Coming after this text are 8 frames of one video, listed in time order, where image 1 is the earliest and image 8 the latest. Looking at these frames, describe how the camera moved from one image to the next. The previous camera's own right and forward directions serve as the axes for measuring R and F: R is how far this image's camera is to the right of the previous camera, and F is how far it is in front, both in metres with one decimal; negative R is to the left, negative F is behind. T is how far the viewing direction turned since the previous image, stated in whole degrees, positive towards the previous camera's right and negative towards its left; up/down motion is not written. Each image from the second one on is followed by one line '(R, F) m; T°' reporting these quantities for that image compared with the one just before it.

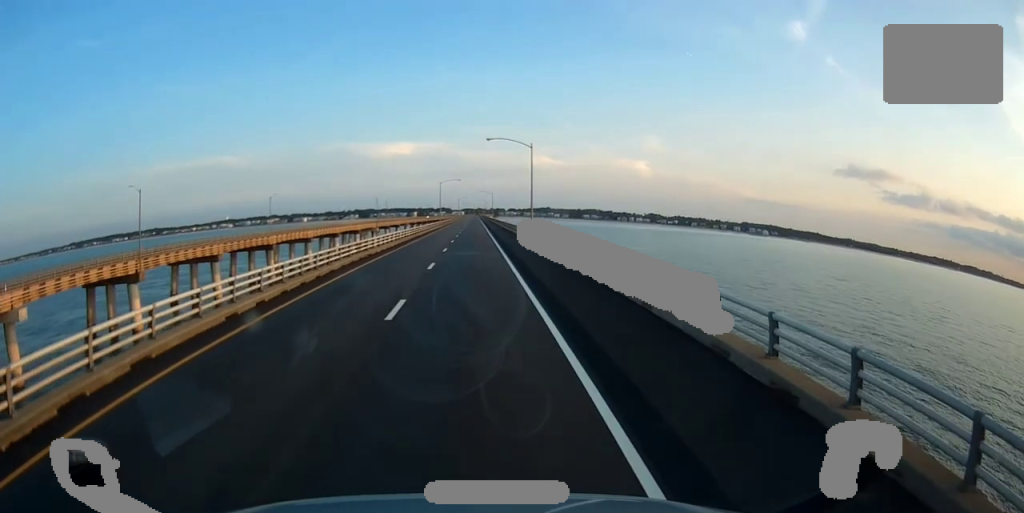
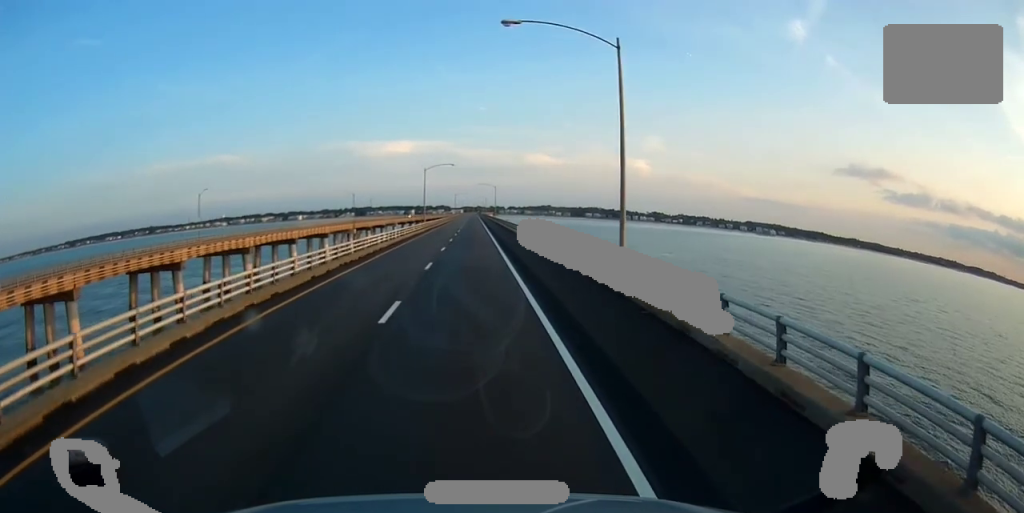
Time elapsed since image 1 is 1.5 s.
(+0.6, +37.3) m; 0°
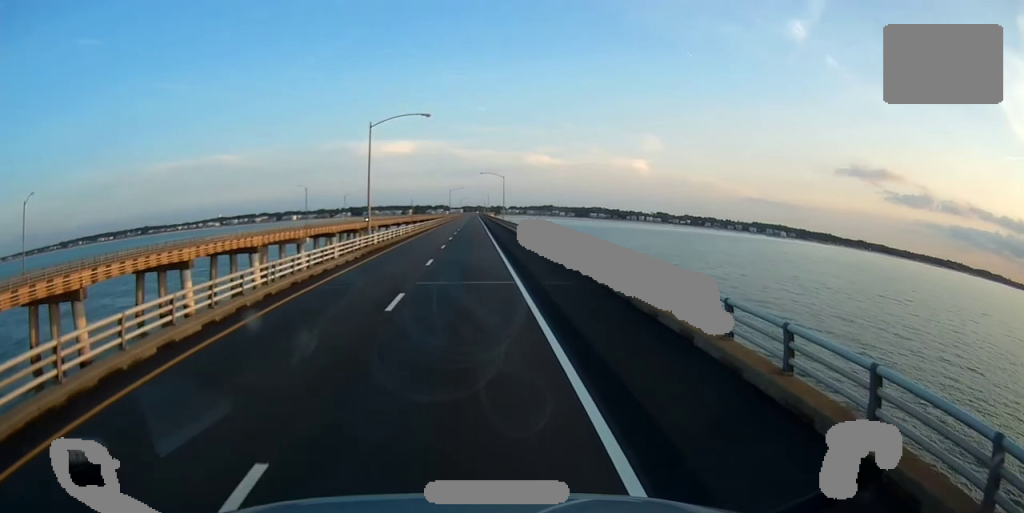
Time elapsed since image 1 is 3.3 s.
(-0.5, +46.5) m; -1°
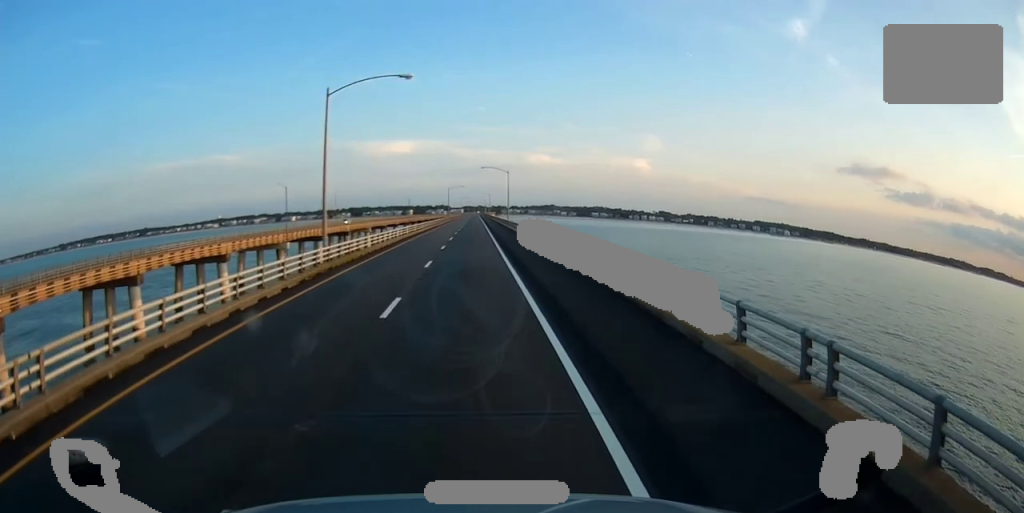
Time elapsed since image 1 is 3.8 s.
(-0.2, +13.2) m; 0°
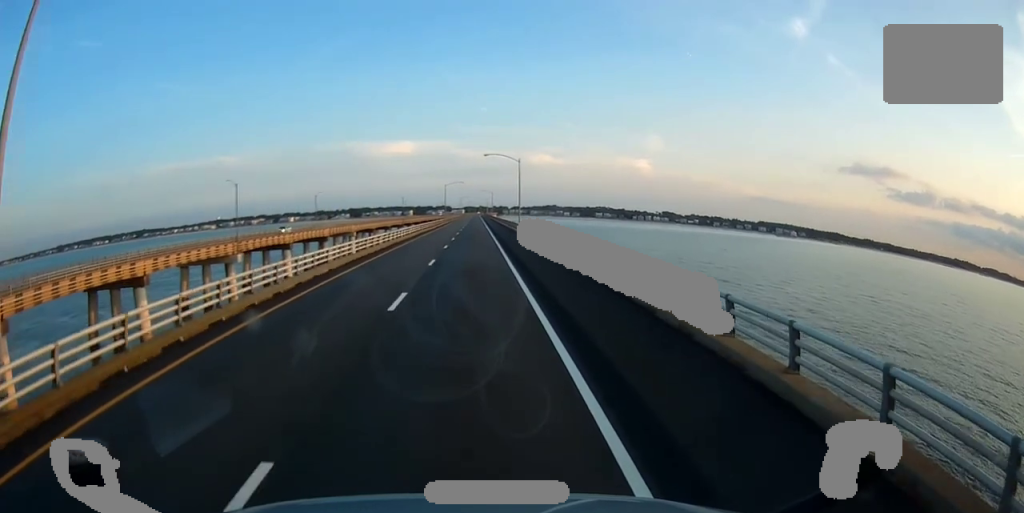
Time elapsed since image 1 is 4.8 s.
(0.0, +23.4) m; 0°
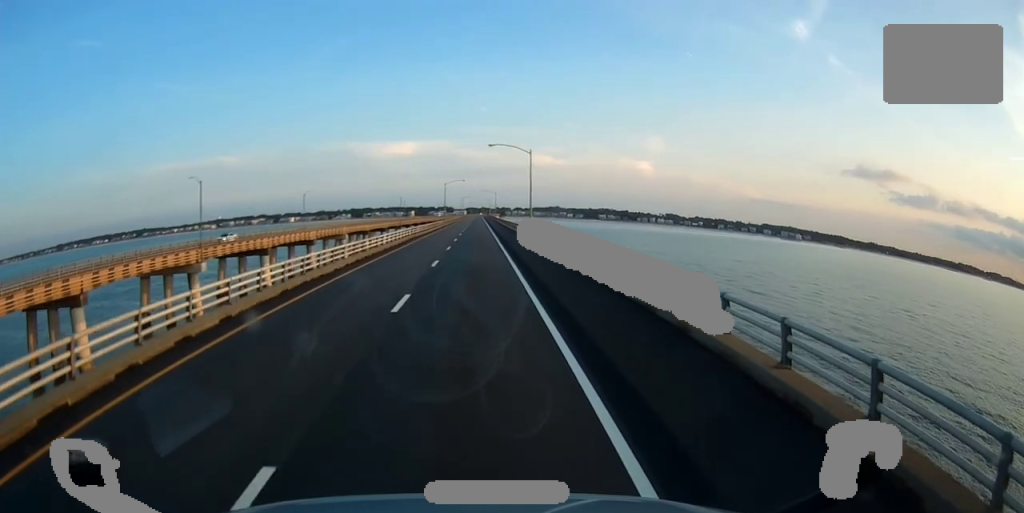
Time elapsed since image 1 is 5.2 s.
(+0.1, +12.2) m; 0°
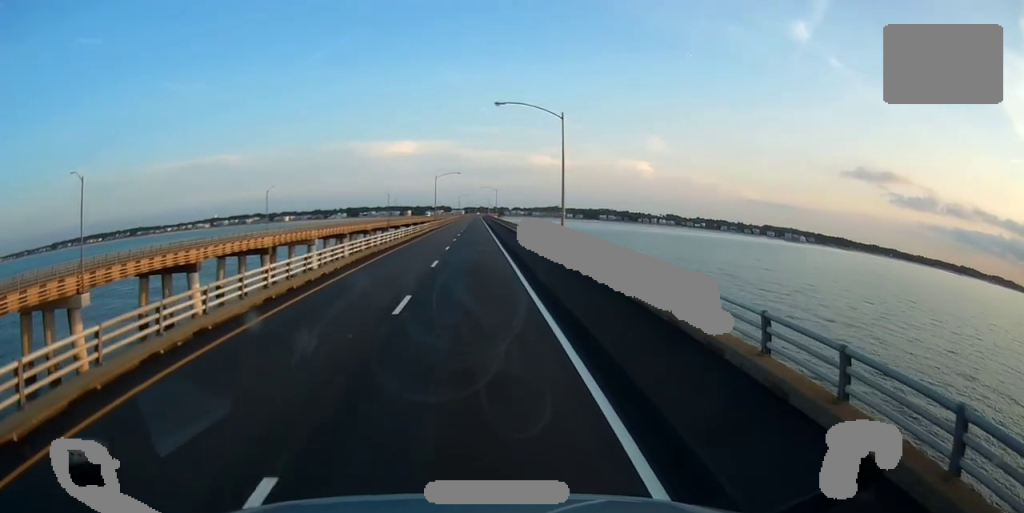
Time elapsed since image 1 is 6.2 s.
(-0.3, +24.5) m; 0°
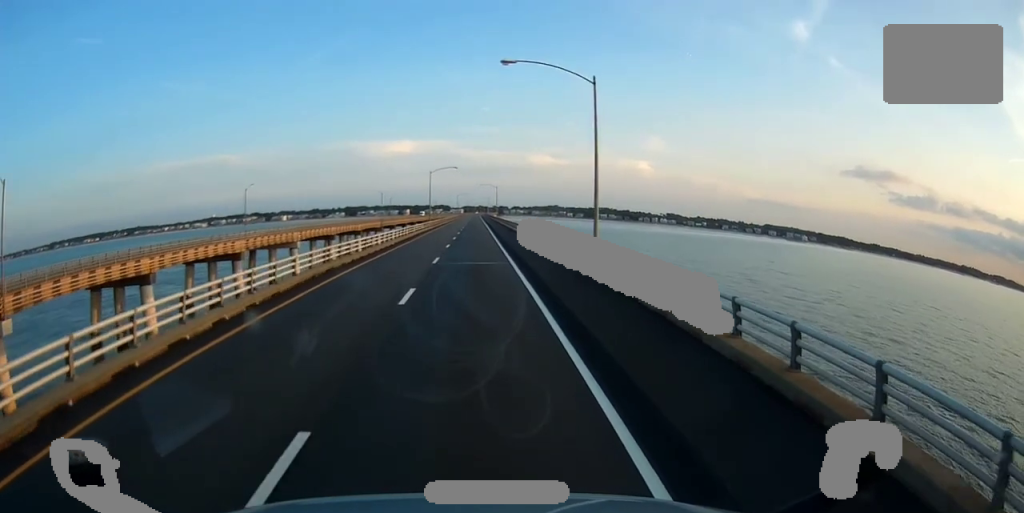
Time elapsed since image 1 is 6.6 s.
(+0.2, +11.2) m; 0°
